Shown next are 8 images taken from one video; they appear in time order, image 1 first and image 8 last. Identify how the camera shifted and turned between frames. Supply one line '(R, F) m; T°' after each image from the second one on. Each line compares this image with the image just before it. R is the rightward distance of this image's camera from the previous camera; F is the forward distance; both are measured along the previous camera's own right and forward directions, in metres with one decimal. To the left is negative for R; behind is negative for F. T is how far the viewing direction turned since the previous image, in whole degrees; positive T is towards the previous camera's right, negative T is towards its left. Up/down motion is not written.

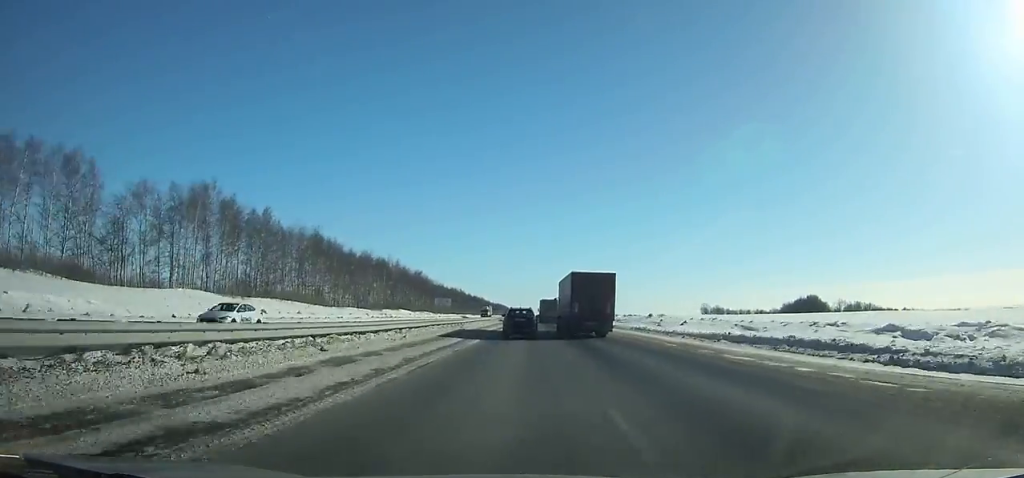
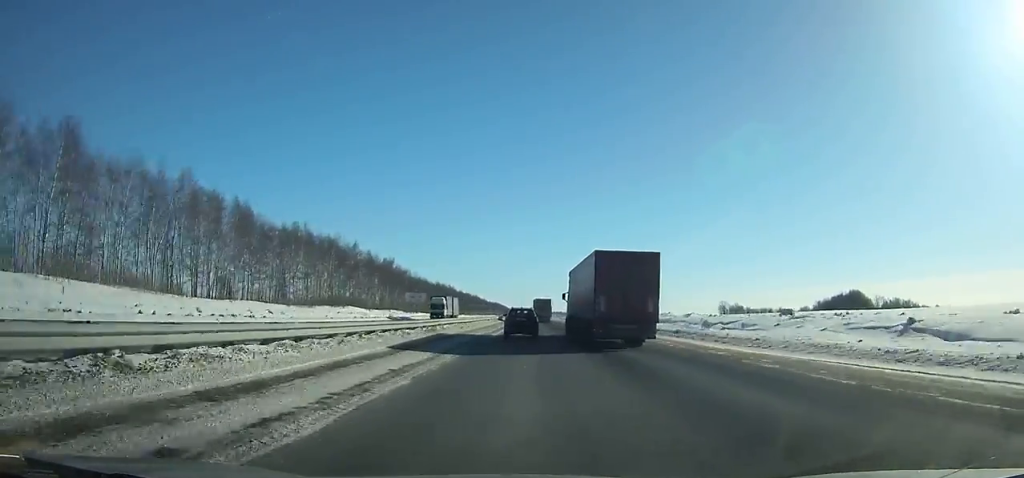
(+0.1, +51.3) m; 0°
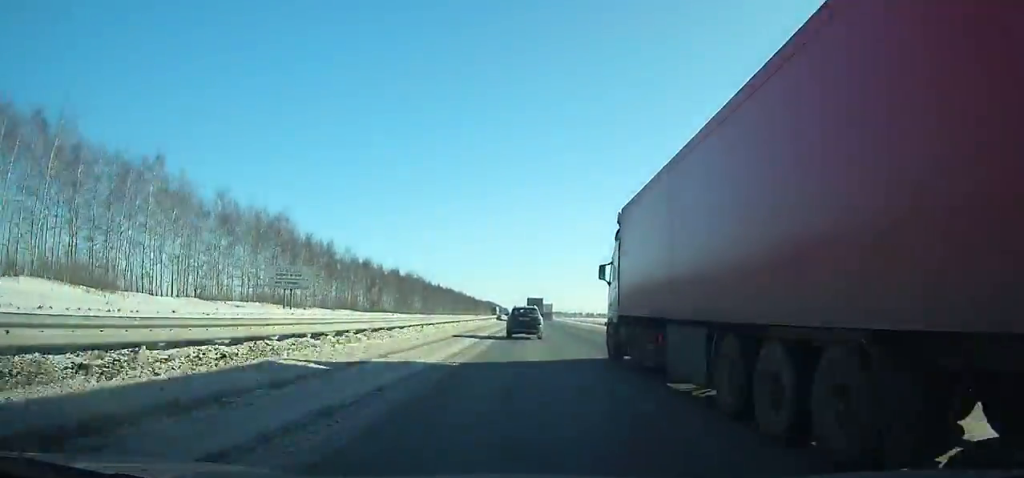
(+0.4, +90.2) m; 0°
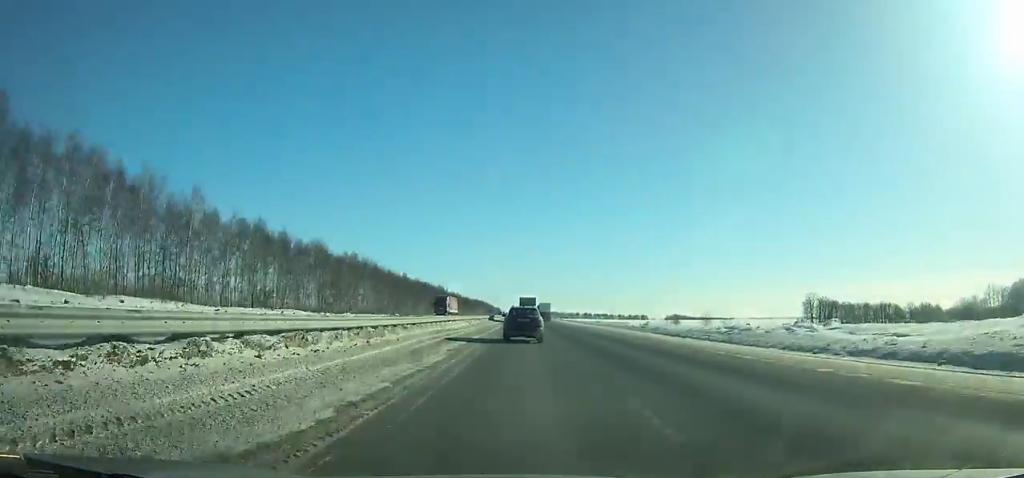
(+0.2, +72.2) m; 0°
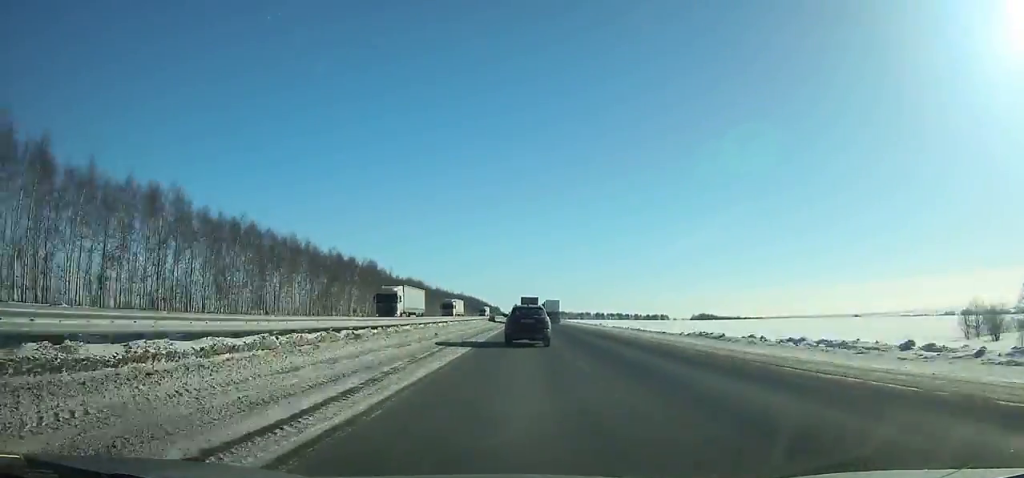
(-0.4, +160.4) m; 0°
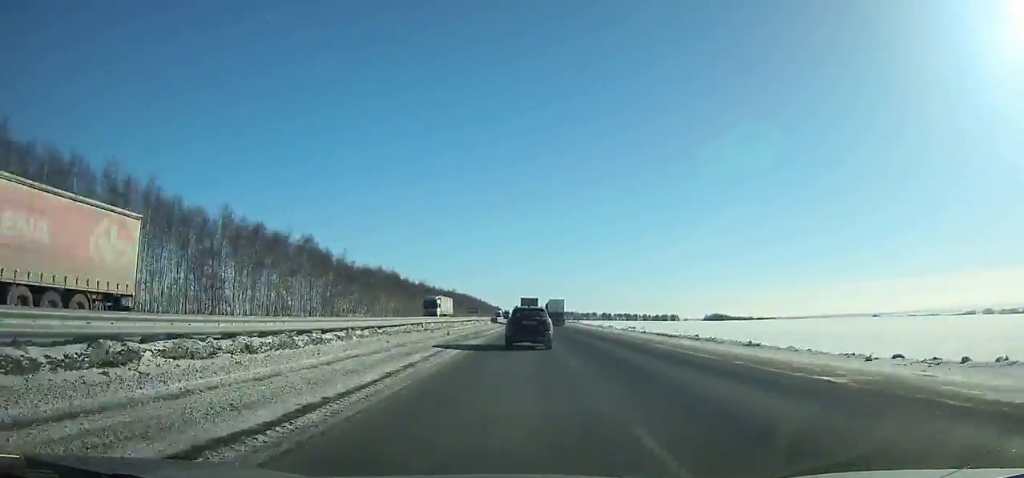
(0.0, +57.7) m; 0°
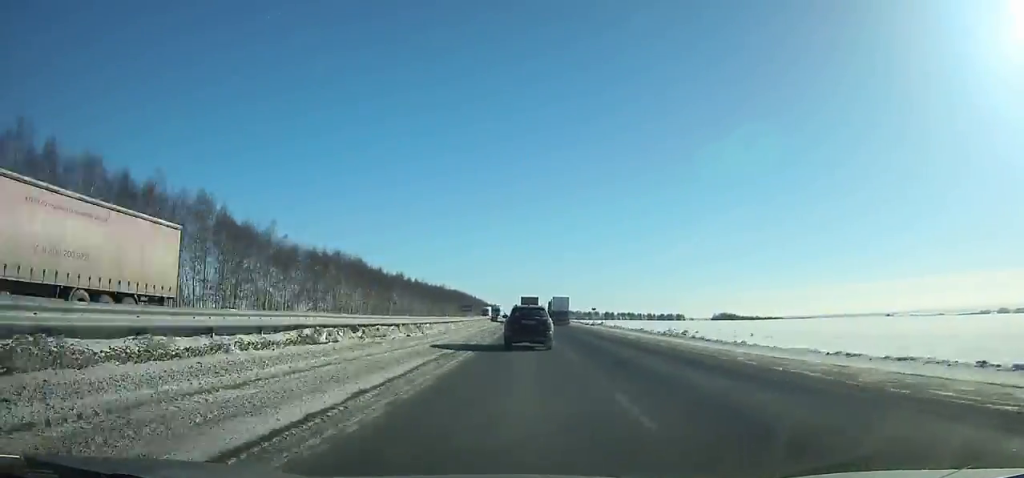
(0.0, +45.0) m; 0°
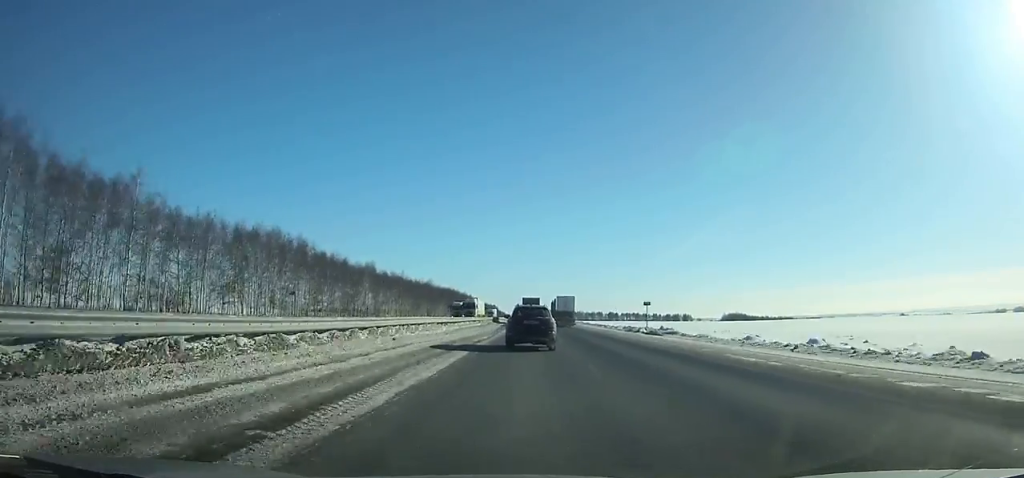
(-0.1, +42.5) m; 0°
